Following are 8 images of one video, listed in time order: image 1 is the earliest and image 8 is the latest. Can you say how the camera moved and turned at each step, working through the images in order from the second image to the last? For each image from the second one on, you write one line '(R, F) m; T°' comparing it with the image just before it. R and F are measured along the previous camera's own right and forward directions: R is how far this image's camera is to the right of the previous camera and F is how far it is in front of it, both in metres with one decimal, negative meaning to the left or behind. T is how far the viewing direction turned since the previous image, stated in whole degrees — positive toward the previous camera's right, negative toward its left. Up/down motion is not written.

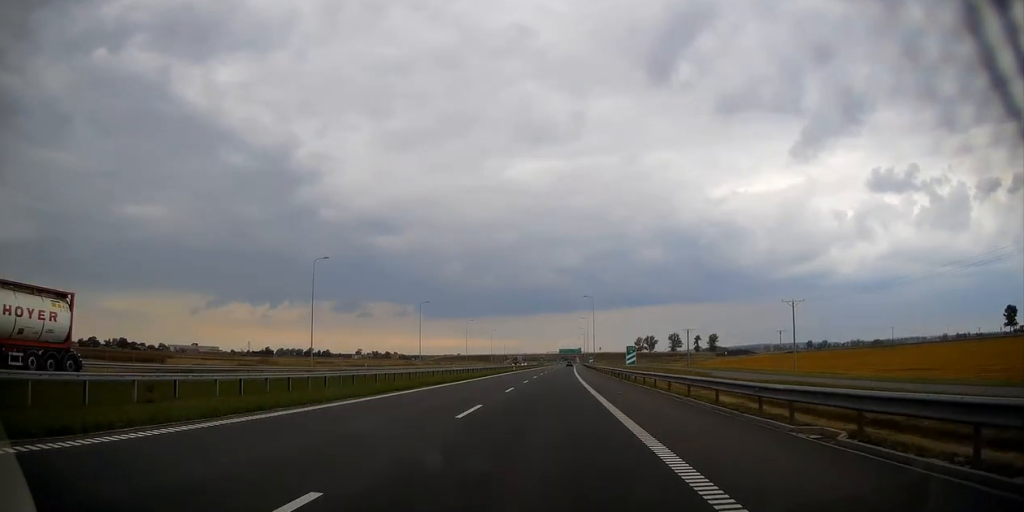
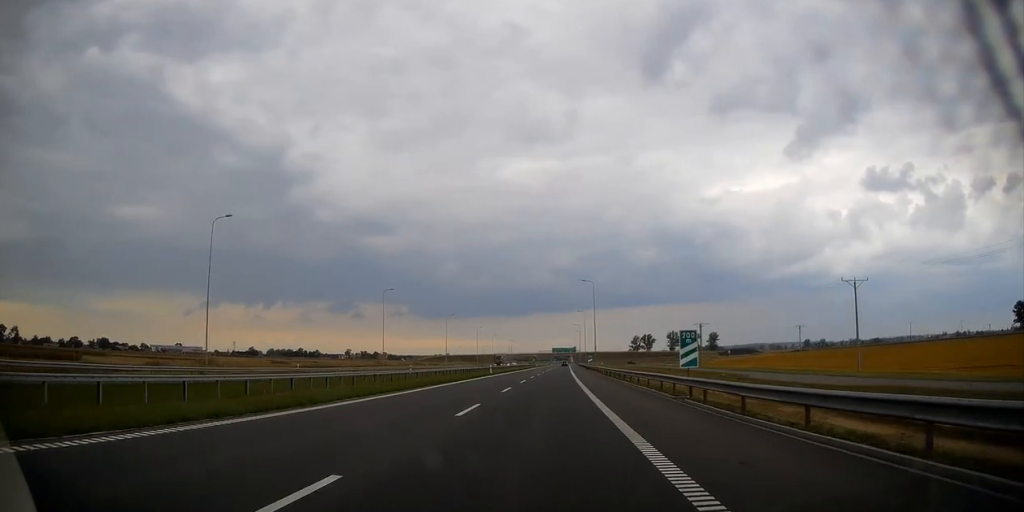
(+0.1, +23.2) m; 0°
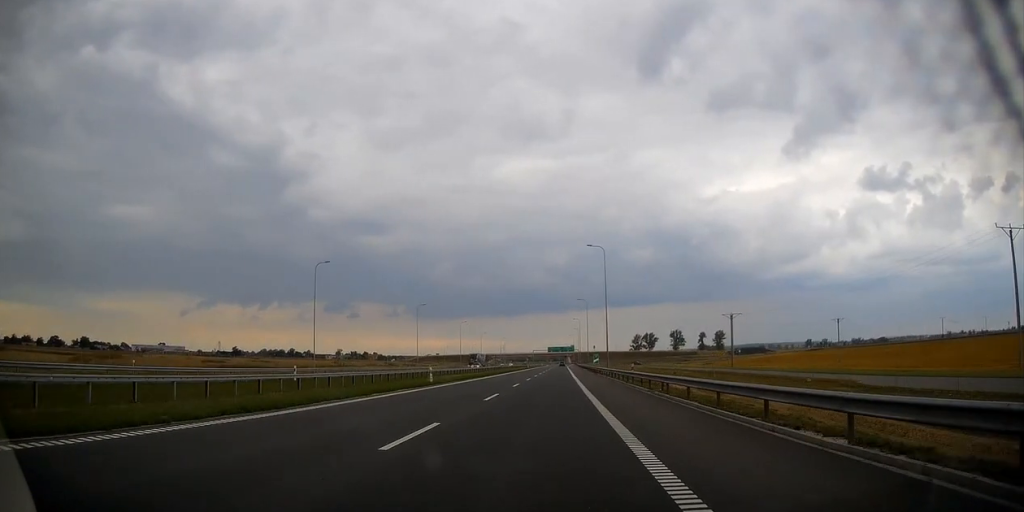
(+0.1, +30.1) m; +1°
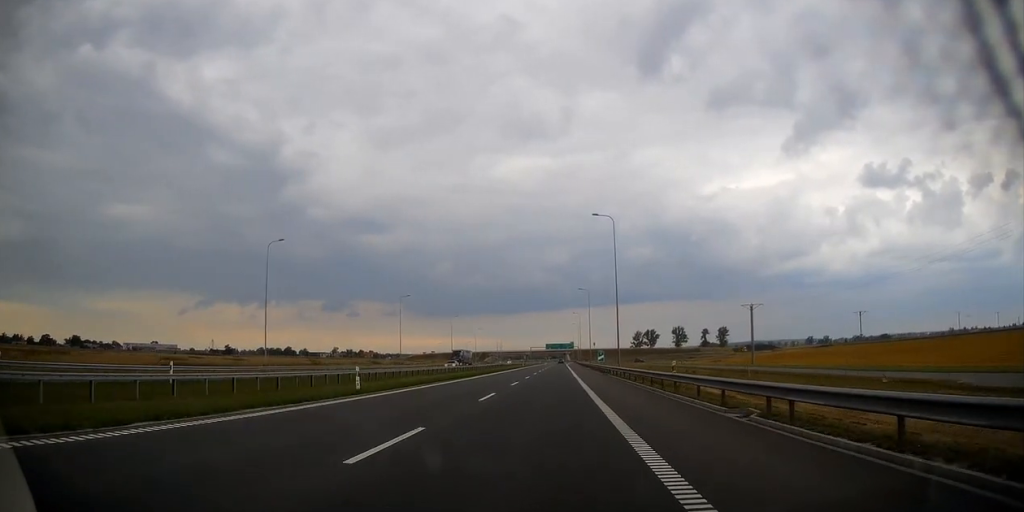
(0.0, +13.6) m; 0°
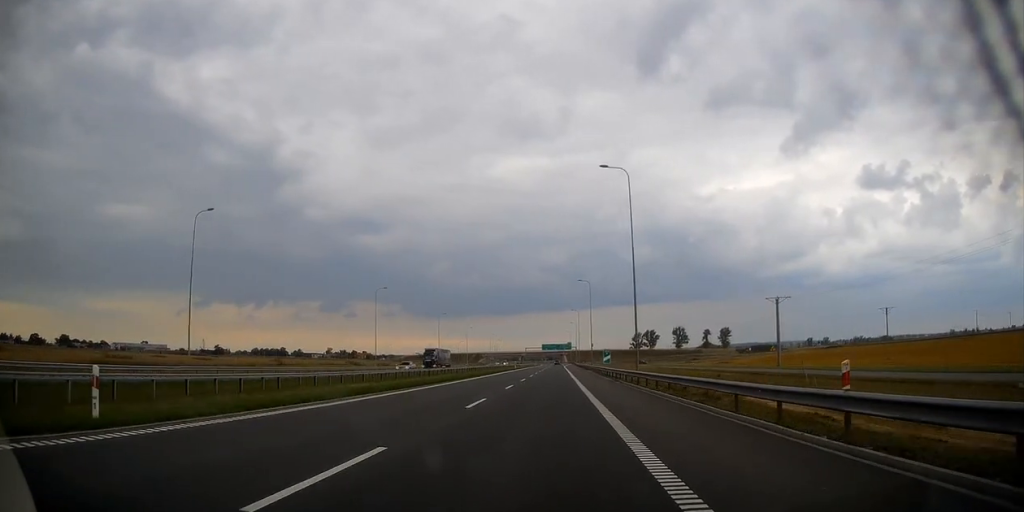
(+0.1, +14.6) m; 0°
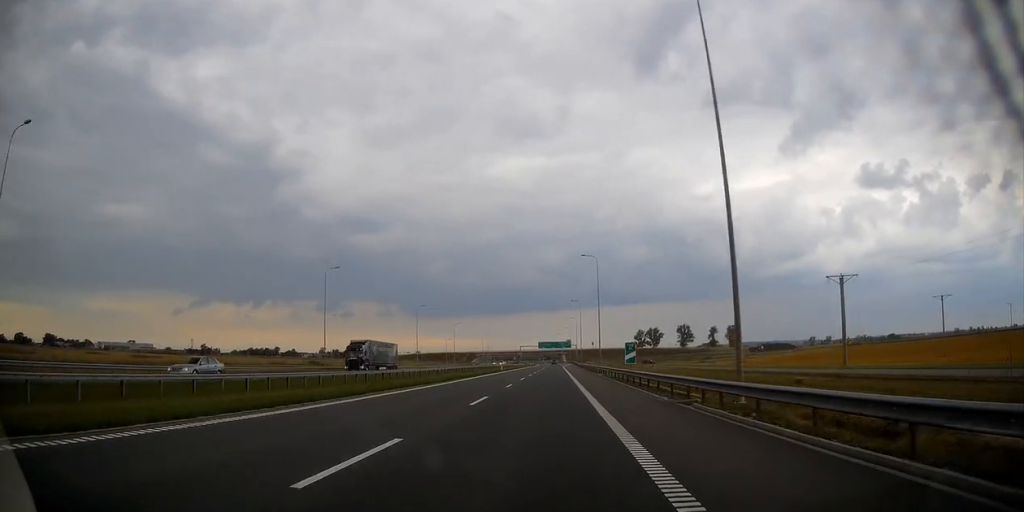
(0.0, +23.3) m; 0°
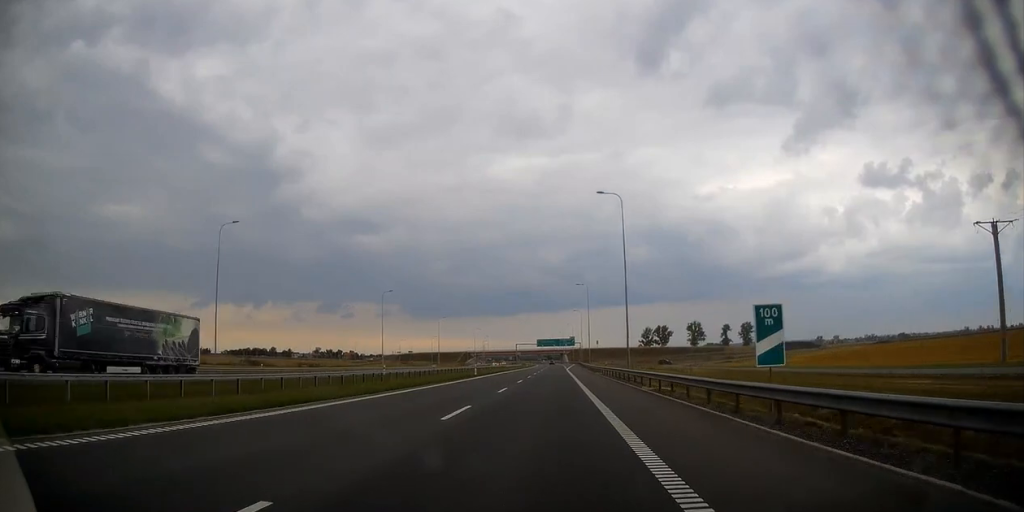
(+0.1, +29.0) m; 0°
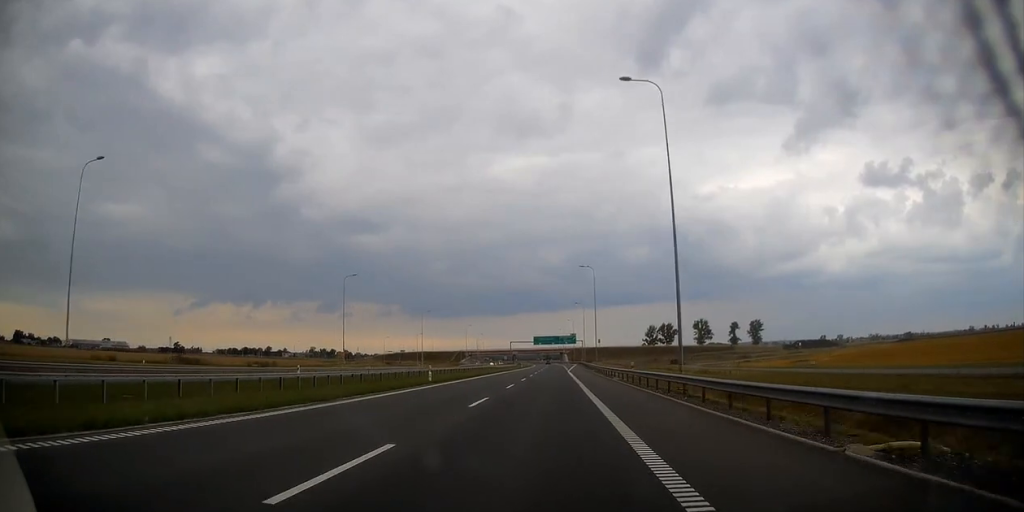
(+0.1, +20.2) m; 0°
